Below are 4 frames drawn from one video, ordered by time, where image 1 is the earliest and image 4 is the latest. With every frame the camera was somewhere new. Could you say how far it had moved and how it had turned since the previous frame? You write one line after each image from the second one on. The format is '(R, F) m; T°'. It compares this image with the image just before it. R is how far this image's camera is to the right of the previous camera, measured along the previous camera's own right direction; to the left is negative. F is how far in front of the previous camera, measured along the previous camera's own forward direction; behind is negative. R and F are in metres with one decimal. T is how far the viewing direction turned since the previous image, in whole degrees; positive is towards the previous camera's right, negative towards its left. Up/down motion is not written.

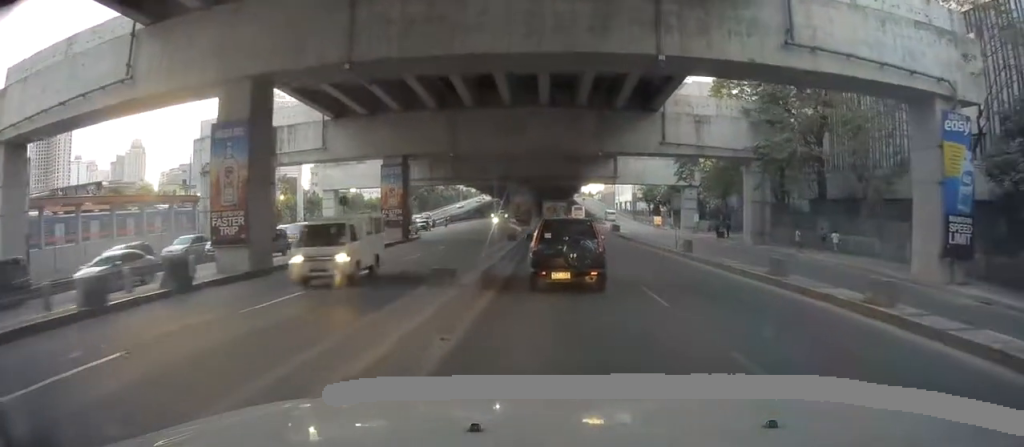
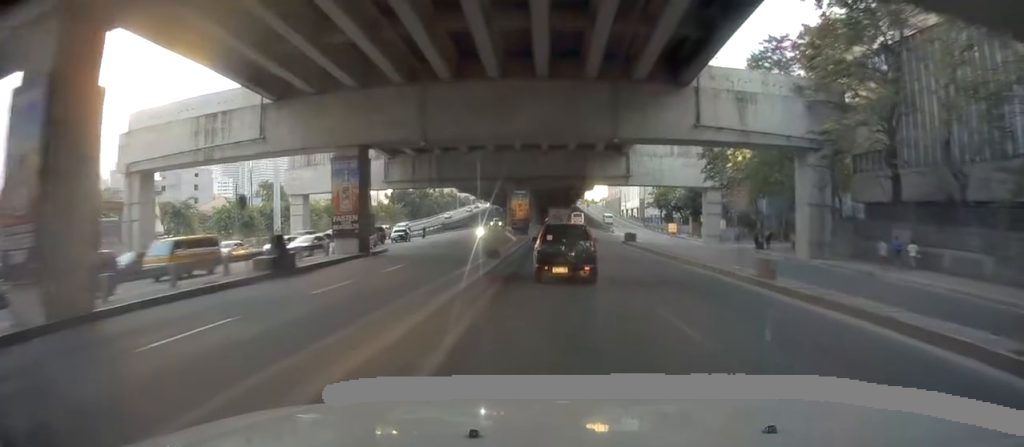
(-0.1, +11.5) m; -4°
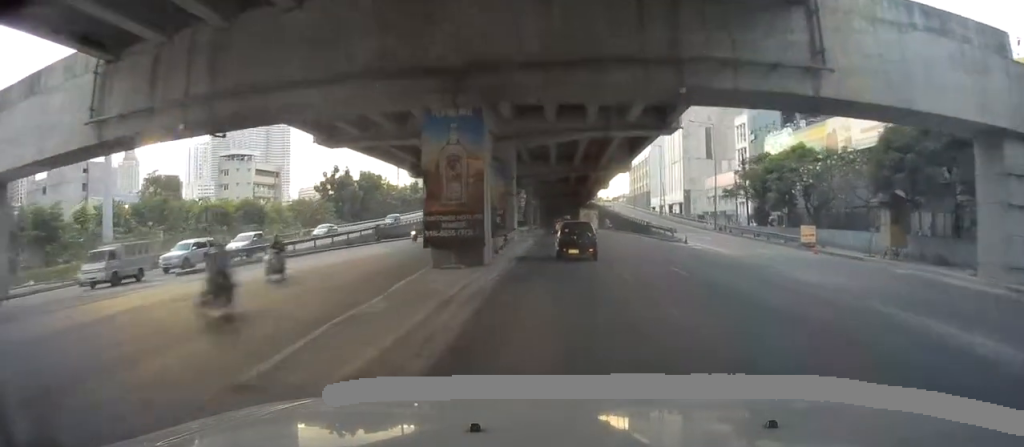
(-2.7, +44.3) m; -8°
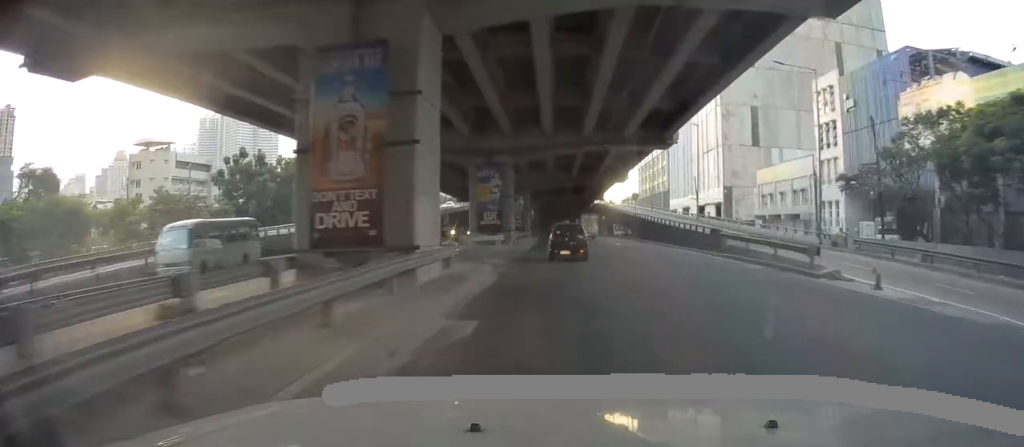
(-0.3, +28.4) m; -1°
